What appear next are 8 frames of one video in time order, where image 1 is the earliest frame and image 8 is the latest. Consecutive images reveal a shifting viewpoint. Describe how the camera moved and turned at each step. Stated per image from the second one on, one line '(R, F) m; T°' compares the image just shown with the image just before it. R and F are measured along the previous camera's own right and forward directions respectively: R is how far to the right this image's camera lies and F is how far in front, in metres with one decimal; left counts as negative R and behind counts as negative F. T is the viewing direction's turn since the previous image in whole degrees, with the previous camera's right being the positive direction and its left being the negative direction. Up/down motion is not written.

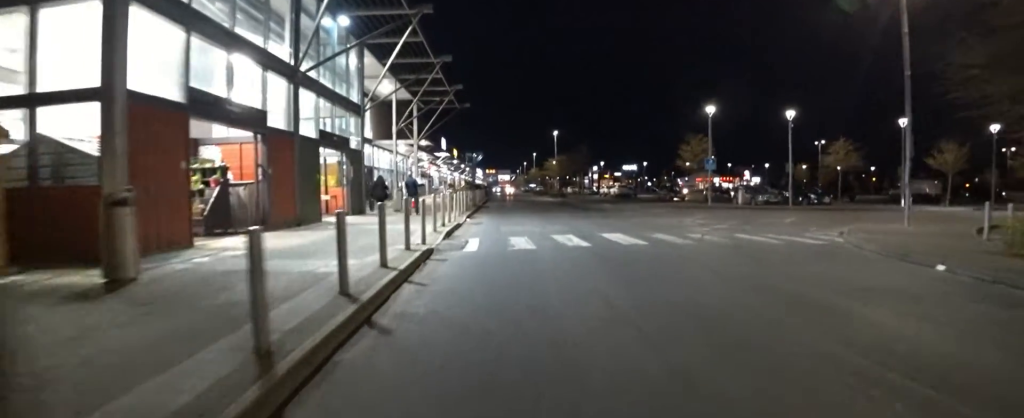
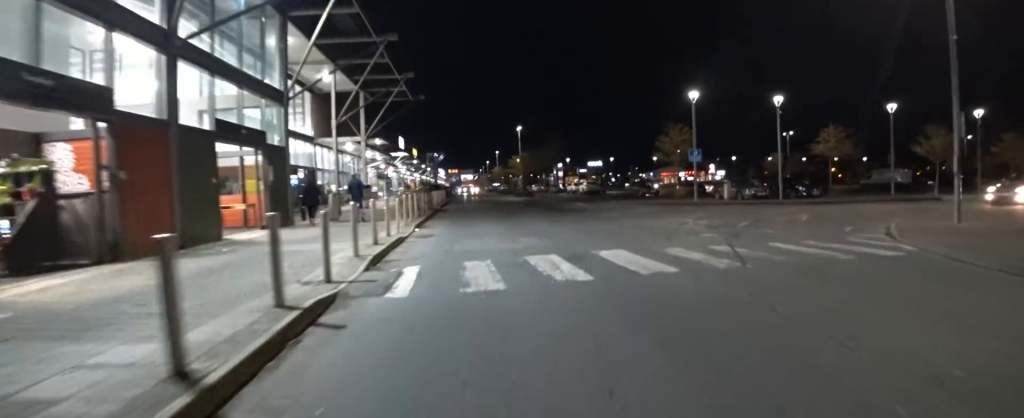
(0.0, +2.9) m; 0°
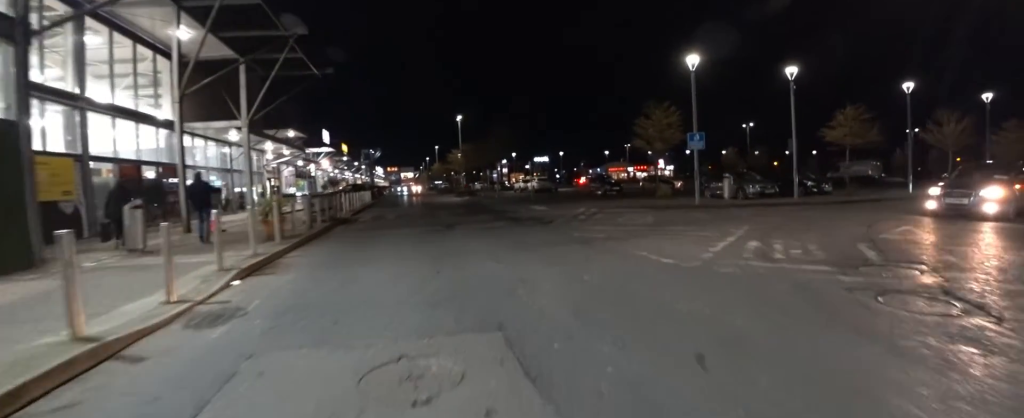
(0.0, +6.1) m; +24°
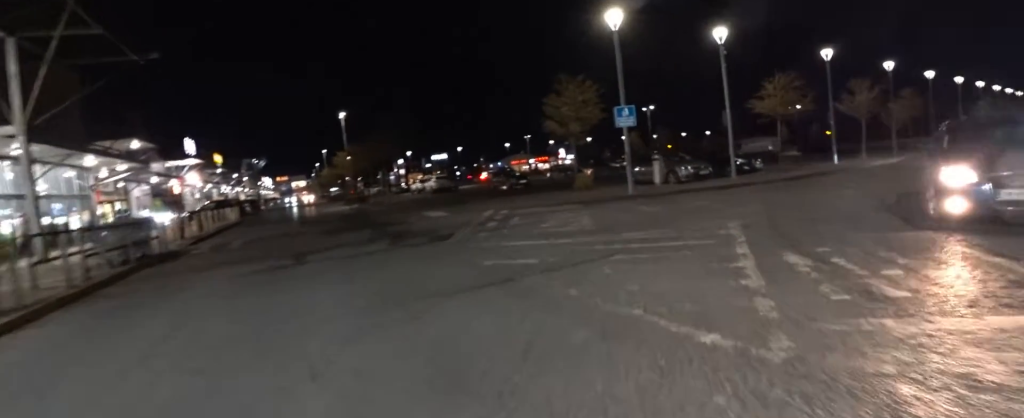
(+1.5, +3.6) m; +27°
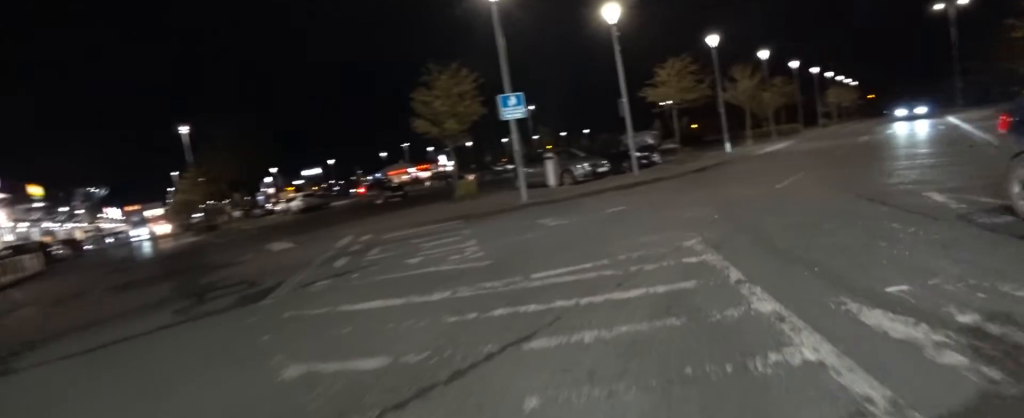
(+0.2, +2.8) m; +12°
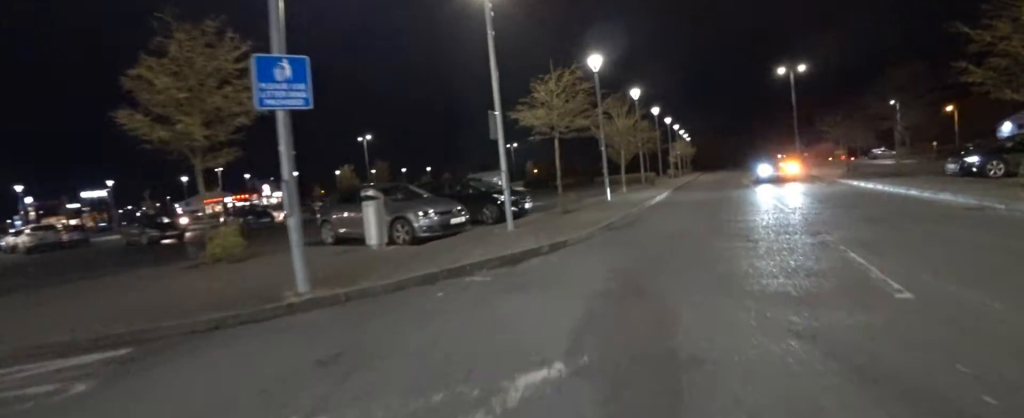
(+1.5, +5.9) m; +30°
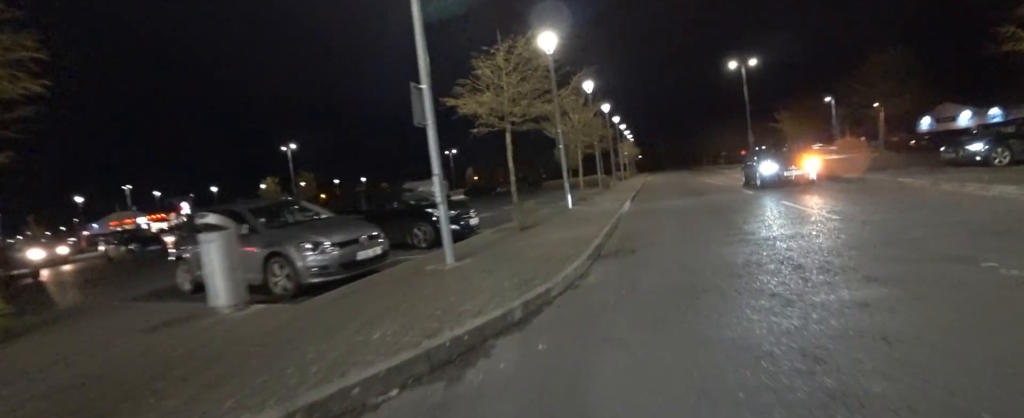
(+0.7, +3.4) m; +1°
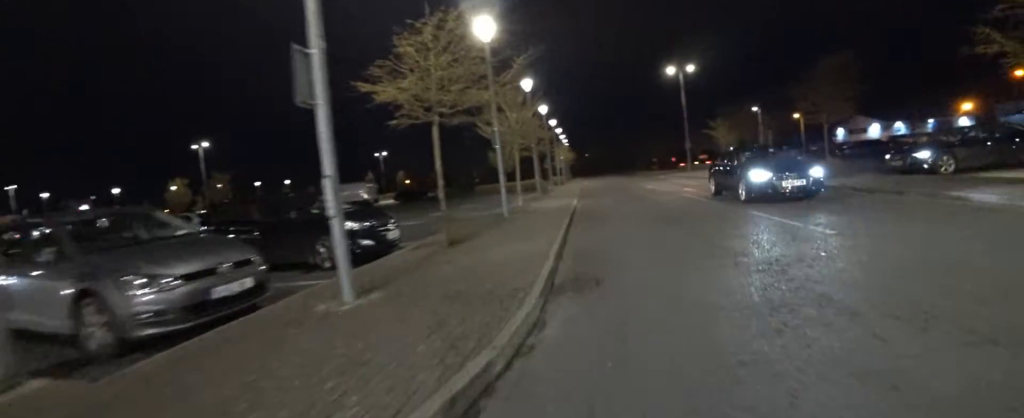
(-0.3, +1.7) m; -4°
